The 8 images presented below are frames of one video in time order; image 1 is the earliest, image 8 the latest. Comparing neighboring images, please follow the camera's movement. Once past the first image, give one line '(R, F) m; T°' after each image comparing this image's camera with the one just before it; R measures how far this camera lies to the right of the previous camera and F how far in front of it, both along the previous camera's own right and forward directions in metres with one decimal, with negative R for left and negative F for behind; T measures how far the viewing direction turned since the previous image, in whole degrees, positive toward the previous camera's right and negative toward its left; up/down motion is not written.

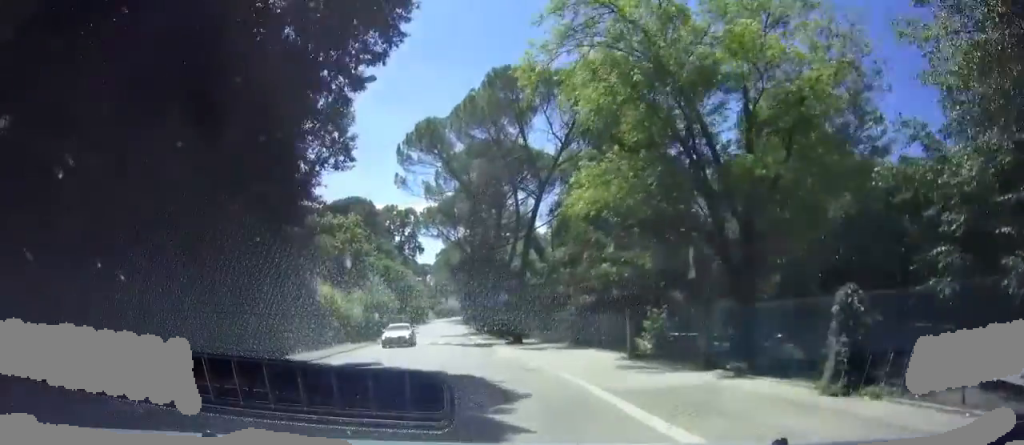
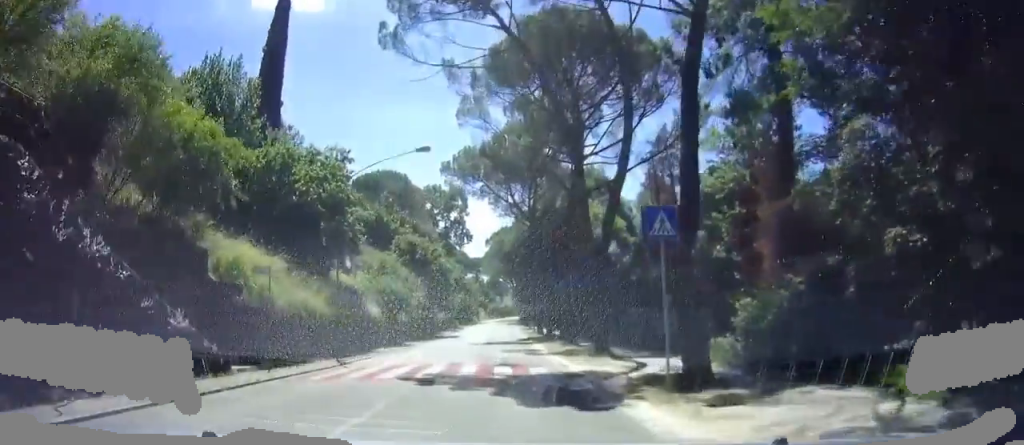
(-1.8, +21.3) m; -5°
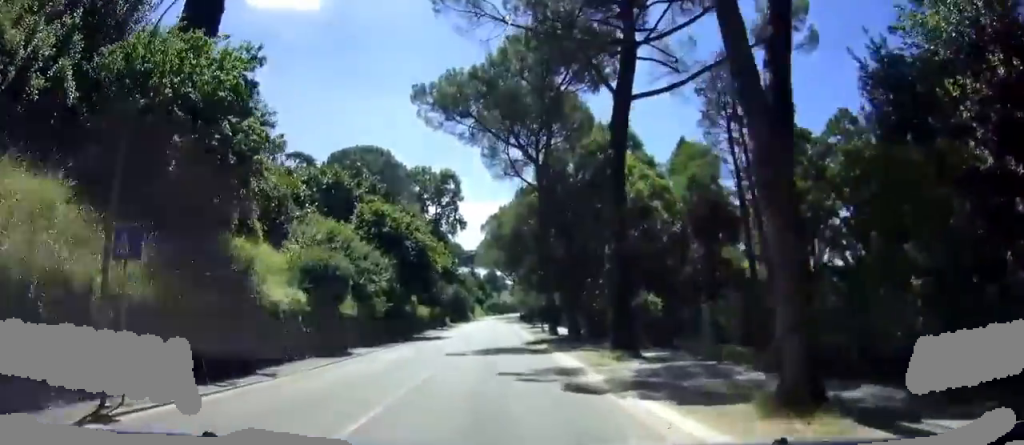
(+0.1, +13.7) m; +1°
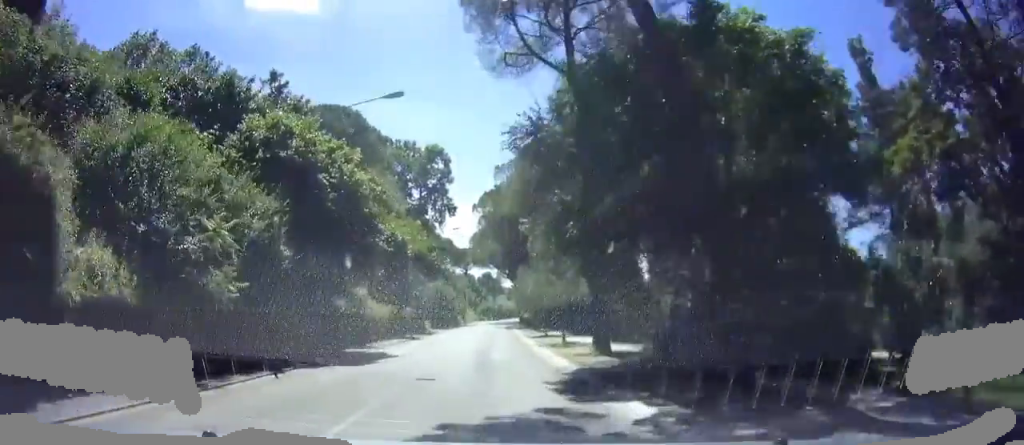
(+0.1, +18.2) m; 0°
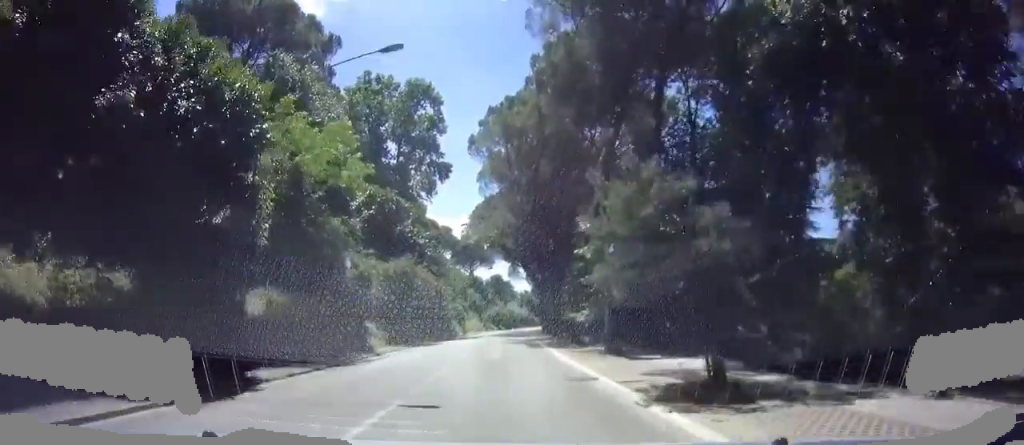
(+0.4, +29.5) m; +2°
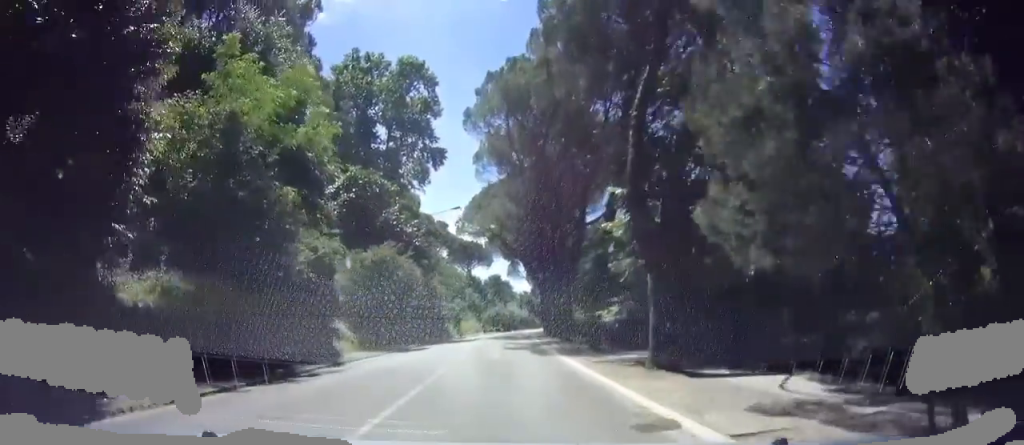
(0.0, +5.7) m; 0°
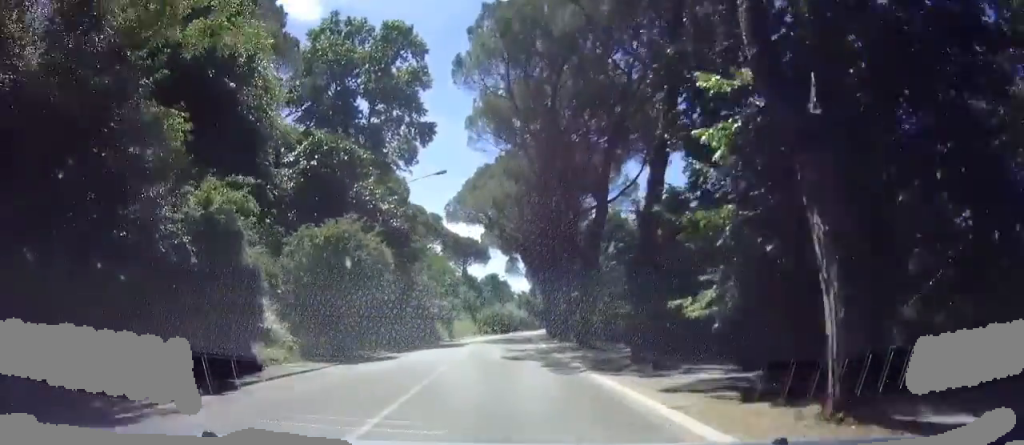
(0.0, +7.6) m; 0°
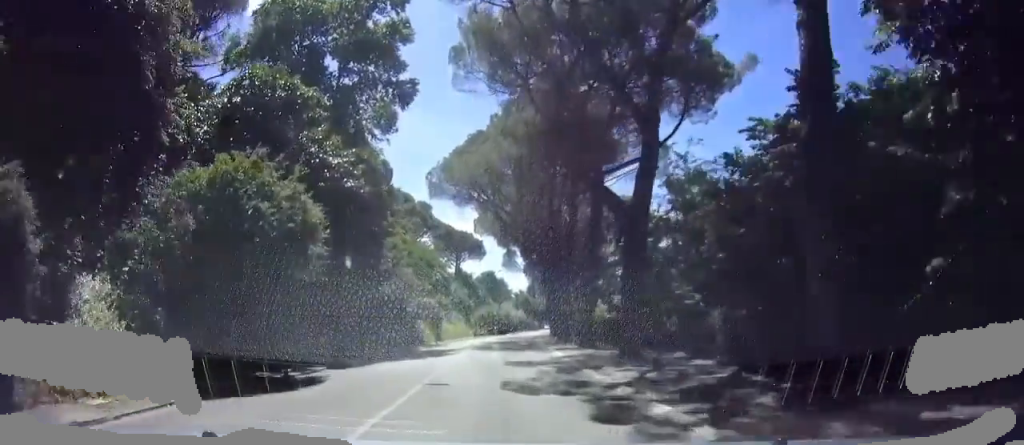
(0.0, +9.1) m; +1°
